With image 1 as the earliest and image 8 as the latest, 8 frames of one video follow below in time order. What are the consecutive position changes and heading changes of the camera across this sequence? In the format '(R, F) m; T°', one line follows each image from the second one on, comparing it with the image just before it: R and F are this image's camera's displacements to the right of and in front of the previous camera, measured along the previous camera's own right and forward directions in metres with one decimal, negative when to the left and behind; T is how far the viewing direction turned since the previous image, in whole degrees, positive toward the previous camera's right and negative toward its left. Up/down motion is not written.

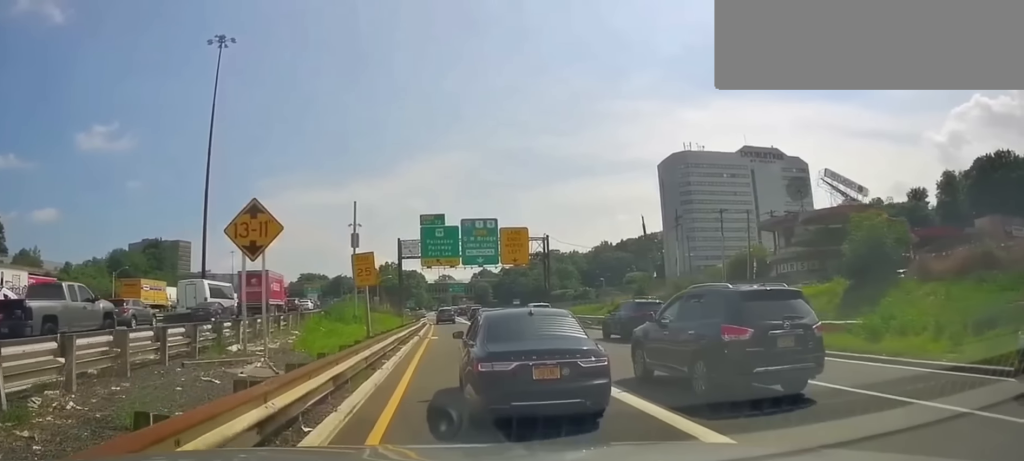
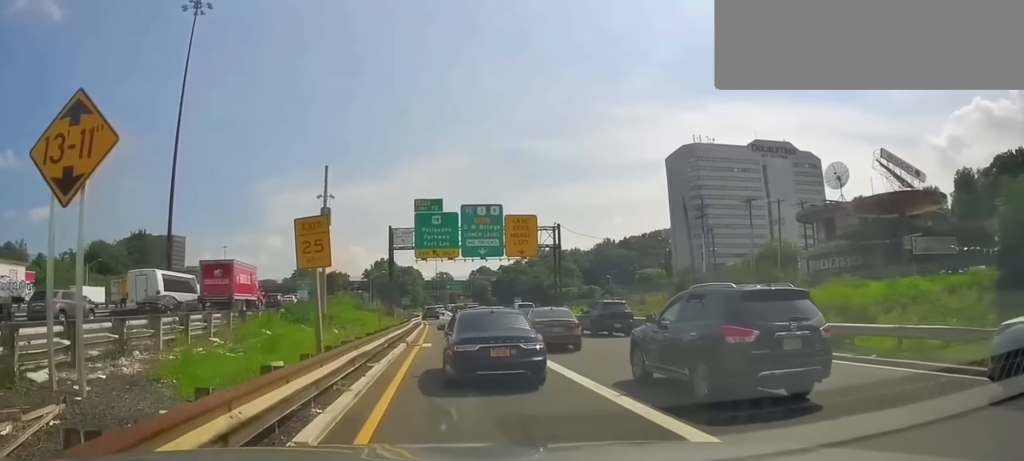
(+0.2, +7.9) m; +3°
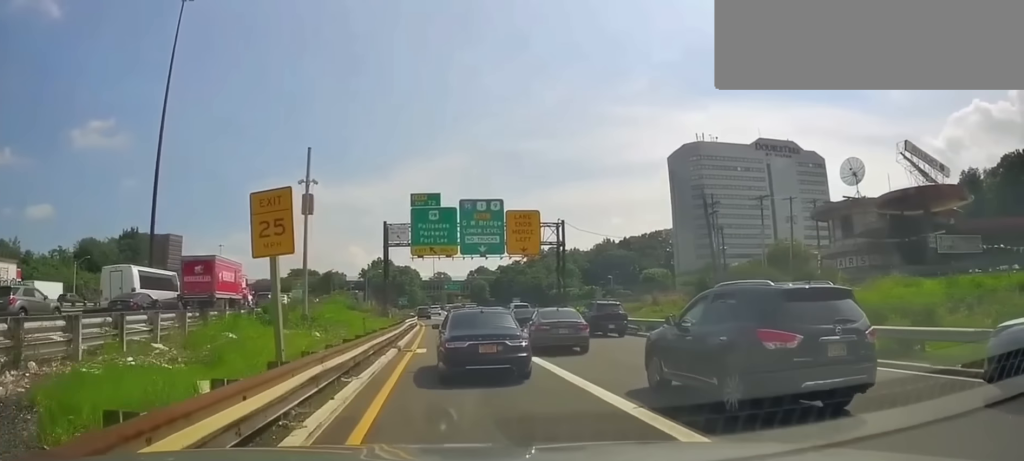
(+0.1, +2.5) m; +1°
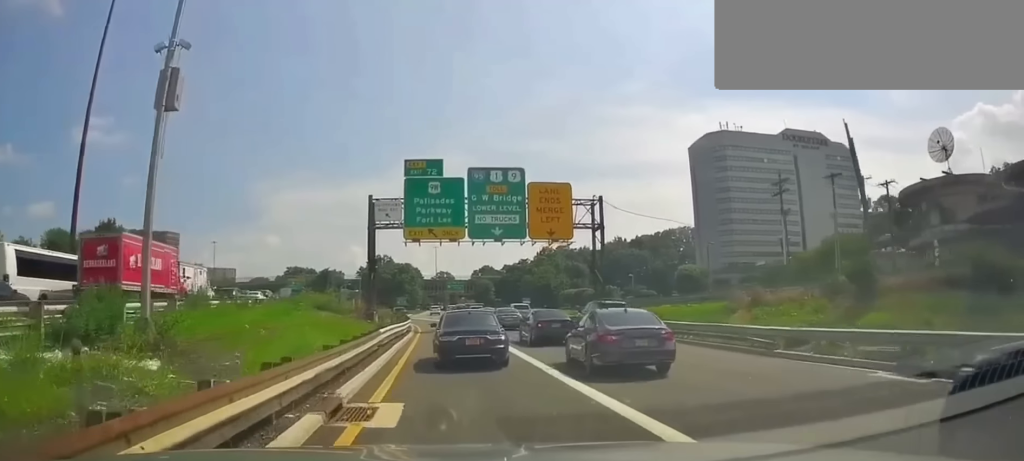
(-0.1, +11.1) m; 0°
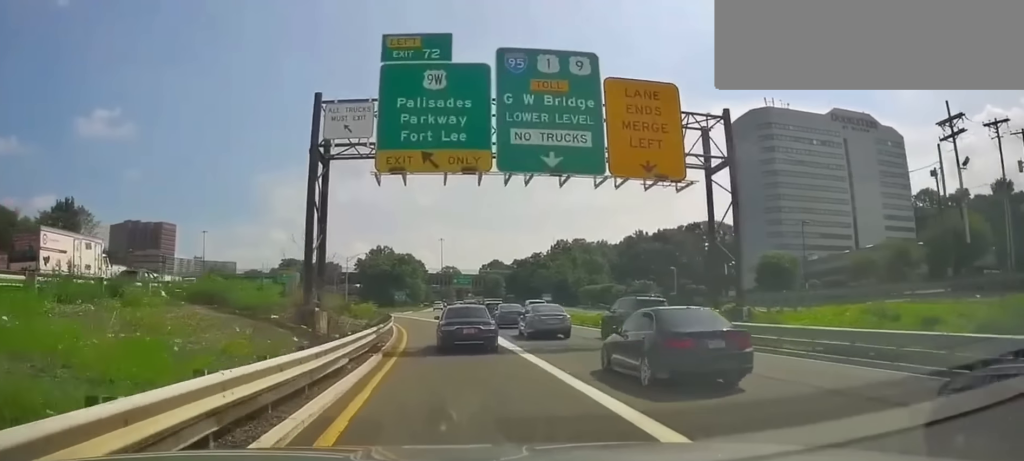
(+0.2, +17.4) m; 0°
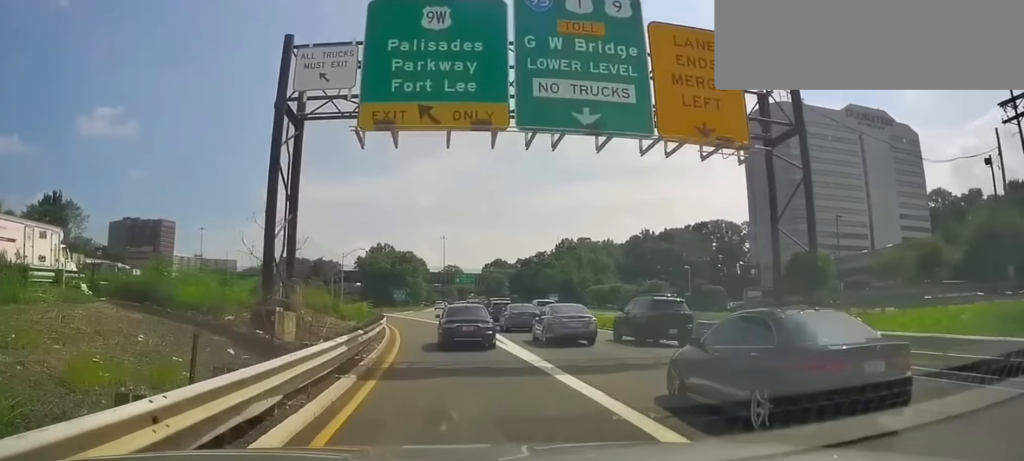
(-0.1, +5.2) m; 0°
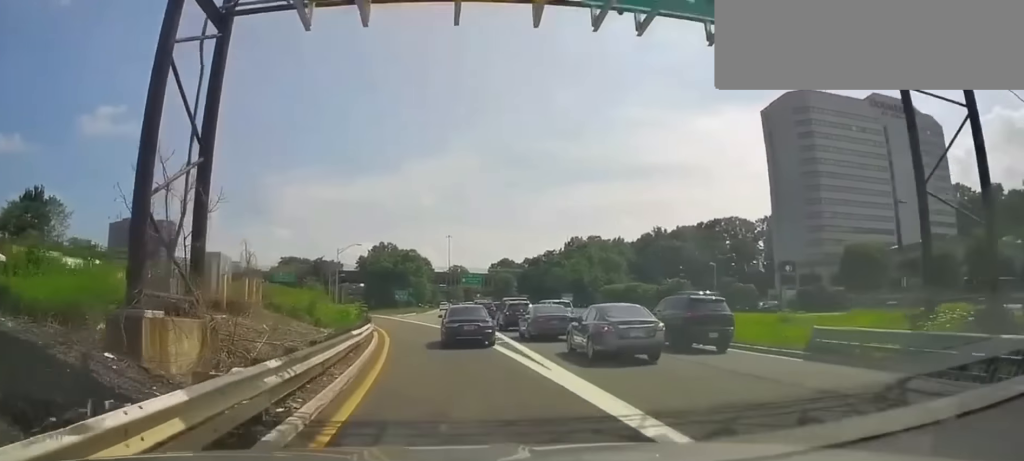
(-0.1, +7.4) m; 0°
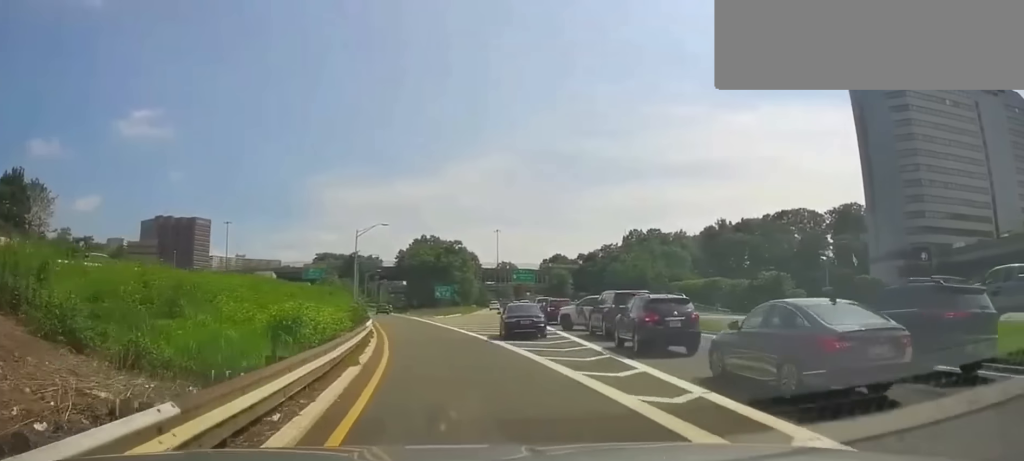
(-0.3, +18.0) m; -4°
